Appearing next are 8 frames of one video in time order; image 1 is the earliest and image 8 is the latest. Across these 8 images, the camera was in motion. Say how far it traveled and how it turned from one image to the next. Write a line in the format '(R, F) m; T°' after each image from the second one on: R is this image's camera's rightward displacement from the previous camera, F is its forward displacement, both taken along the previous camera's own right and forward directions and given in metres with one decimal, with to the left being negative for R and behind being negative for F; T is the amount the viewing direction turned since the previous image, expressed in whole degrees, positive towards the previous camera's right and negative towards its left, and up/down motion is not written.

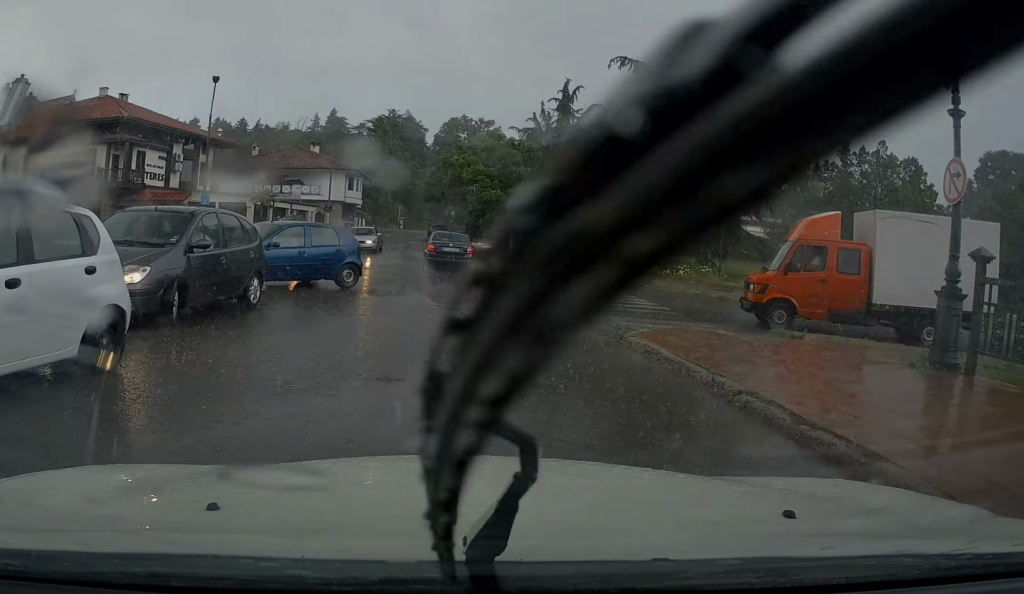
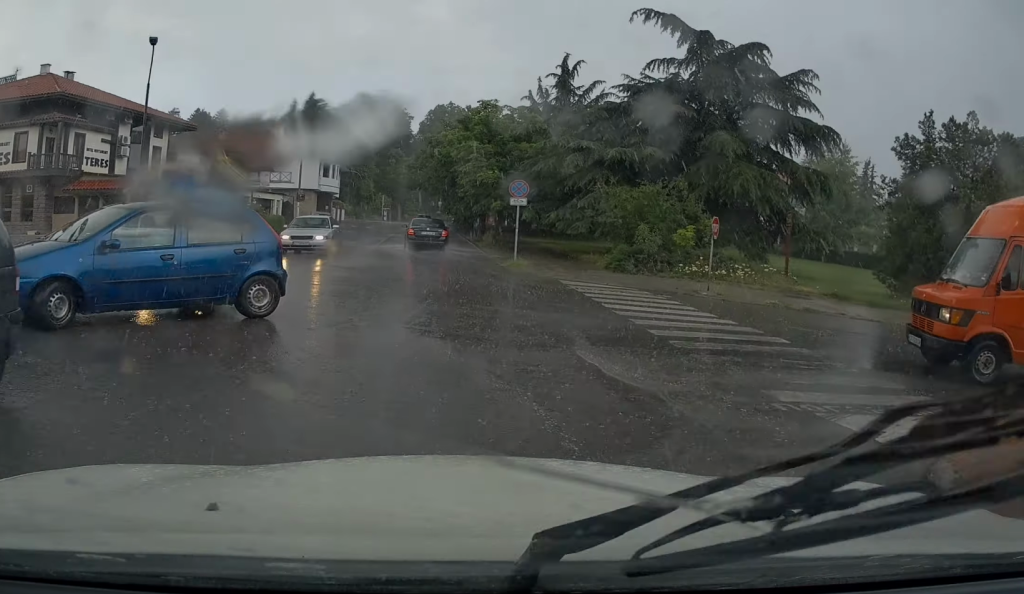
(0.0, +7.4) m; +4°
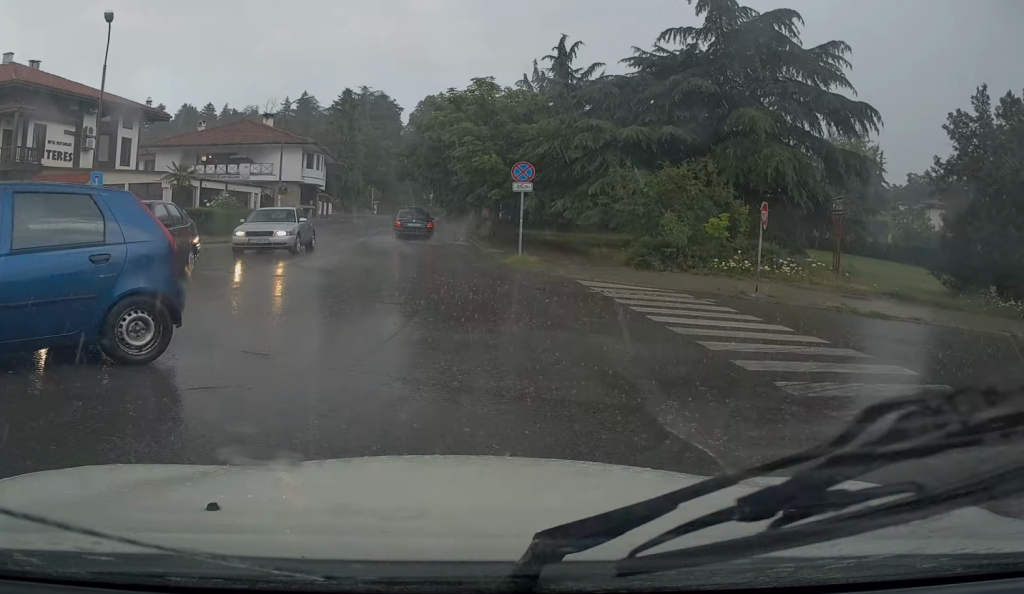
(+0.2, +3.7) m; +3°
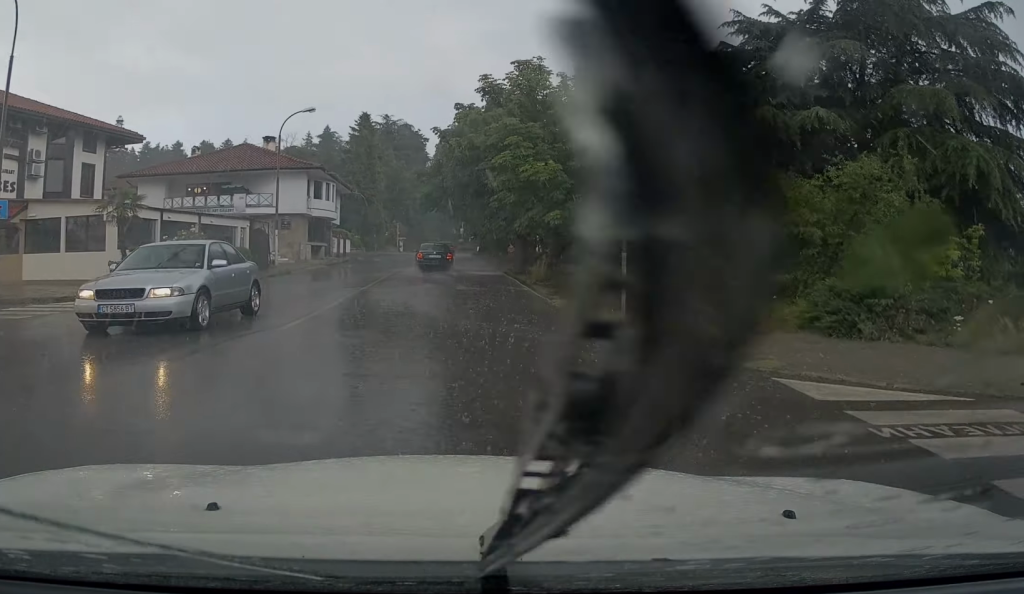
(+0.3, +8.9) m; -1°
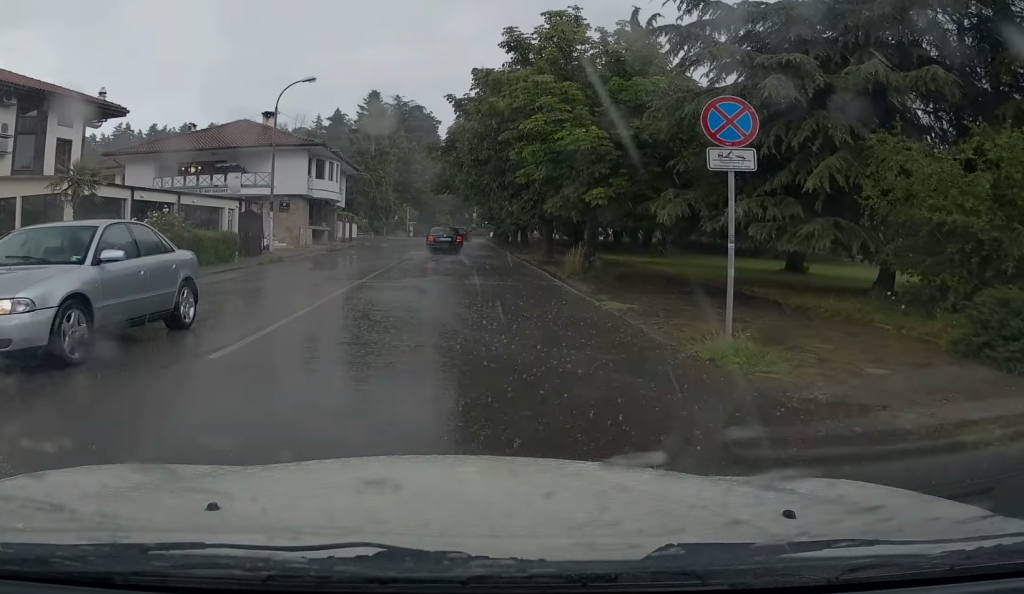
(-0.2, +4.0) m; -1°
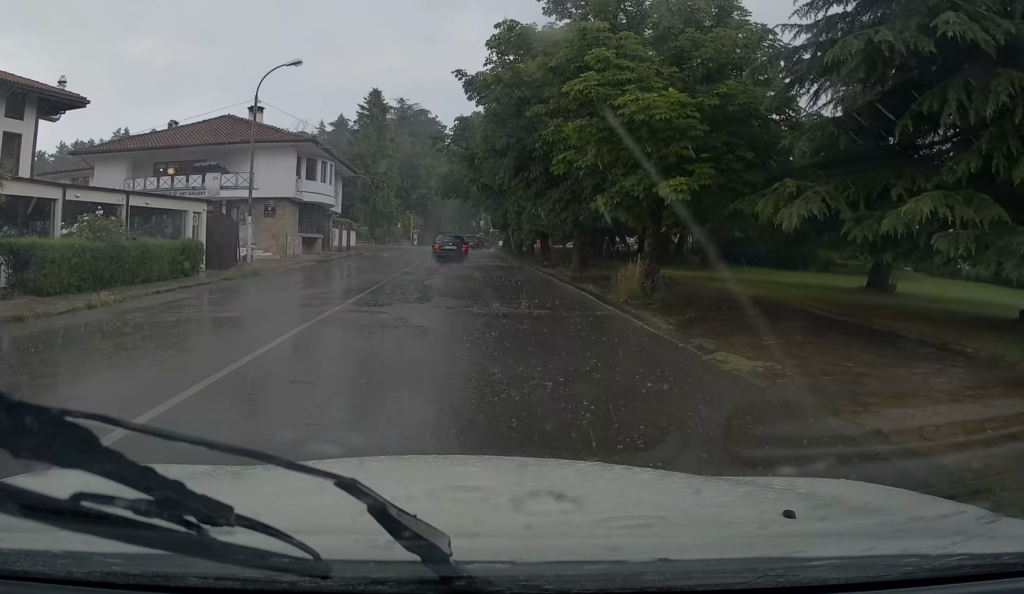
(-0.1, +5.0) m; 0°
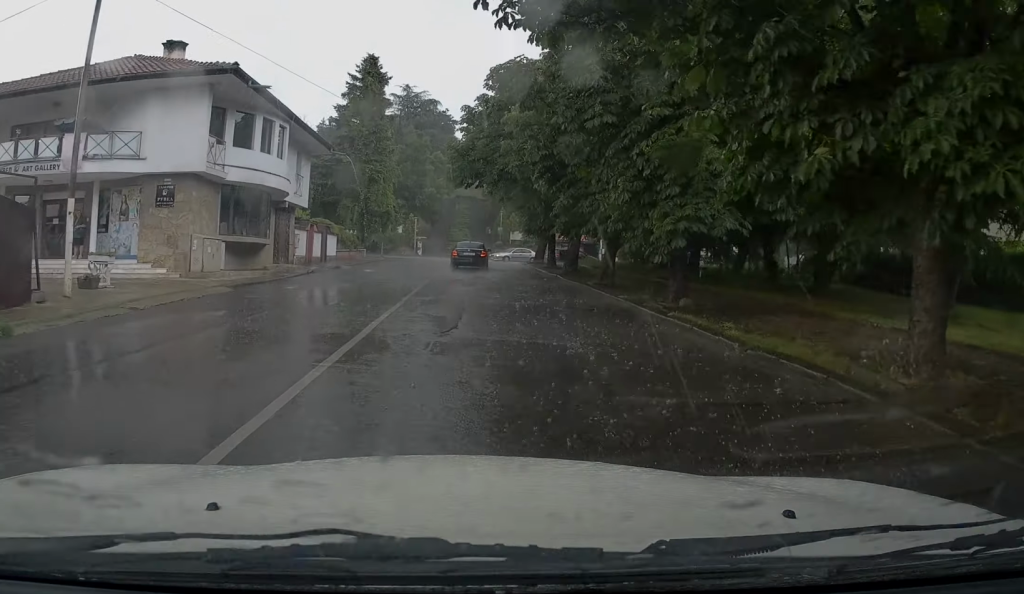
(+0.4, +15.3) m; +2°
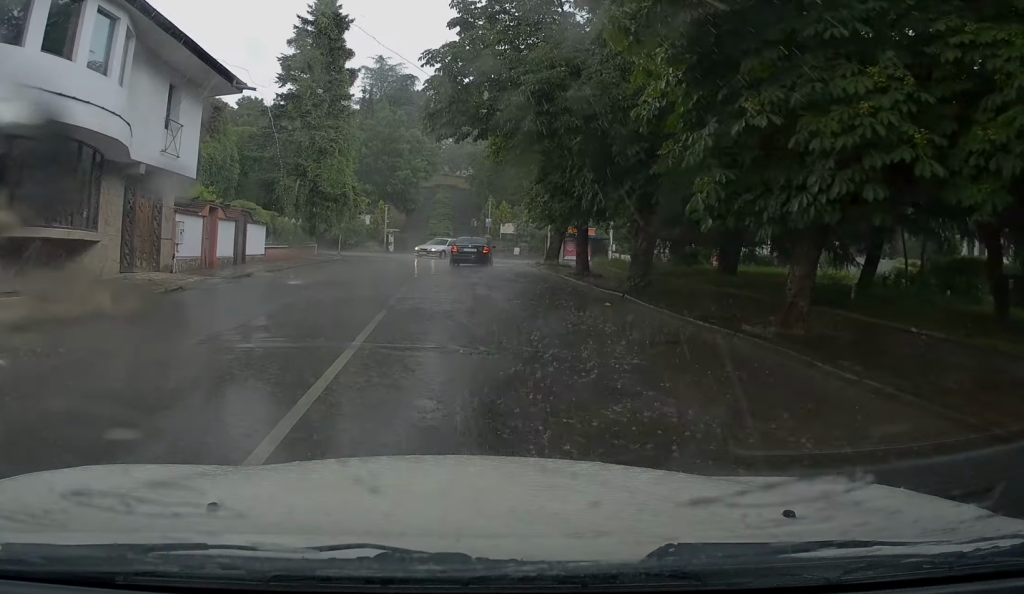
(-0.2, +13.4) m; -1°
